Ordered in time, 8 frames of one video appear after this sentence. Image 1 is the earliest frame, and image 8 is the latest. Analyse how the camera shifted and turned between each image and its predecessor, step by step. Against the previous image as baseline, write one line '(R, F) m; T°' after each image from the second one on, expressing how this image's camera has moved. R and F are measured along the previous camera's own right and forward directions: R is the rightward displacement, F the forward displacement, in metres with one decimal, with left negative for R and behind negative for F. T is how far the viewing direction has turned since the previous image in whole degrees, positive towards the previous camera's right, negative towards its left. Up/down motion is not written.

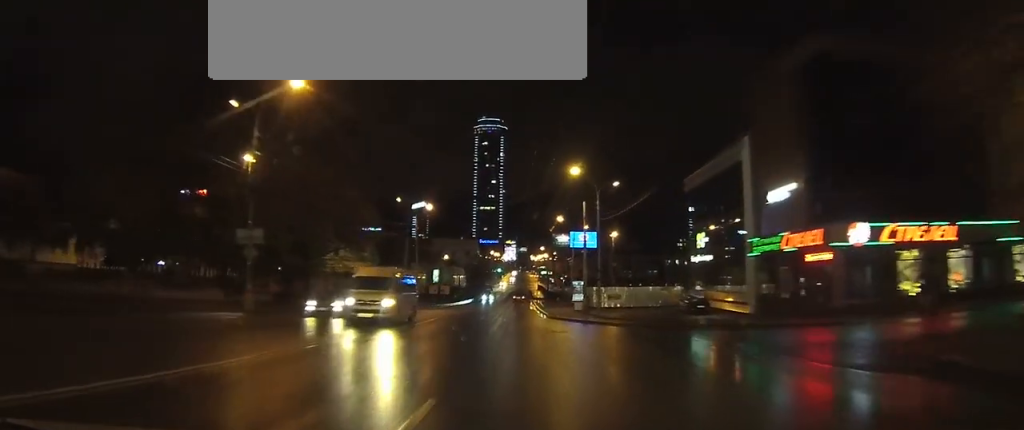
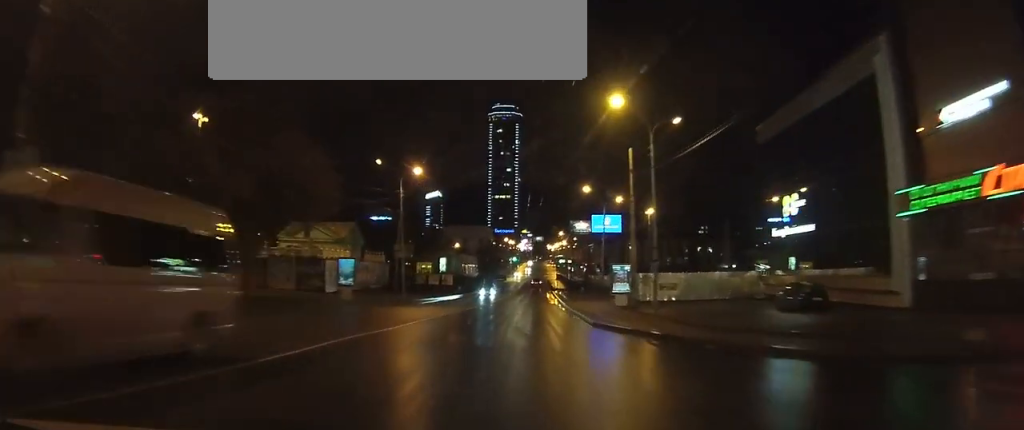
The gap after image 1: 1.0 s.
(0.0, +17.2) m; 0°
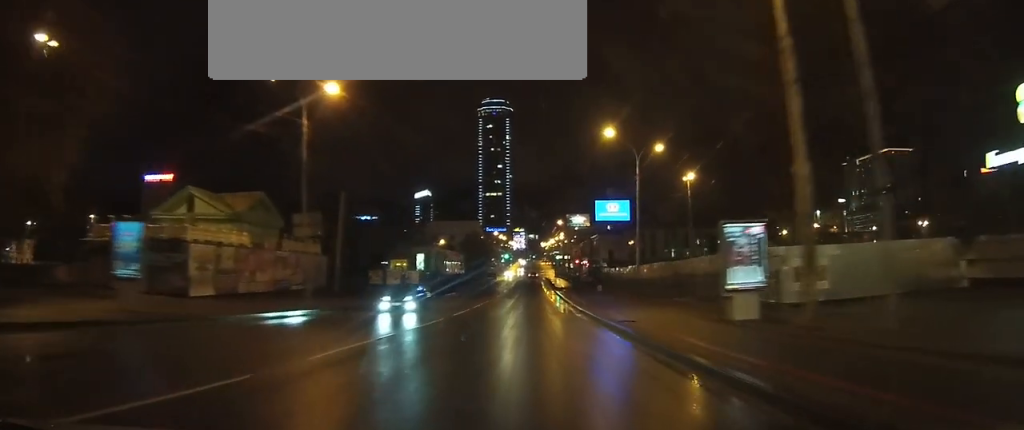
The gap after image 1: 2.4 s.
(0.0, +23.8) m; +1°
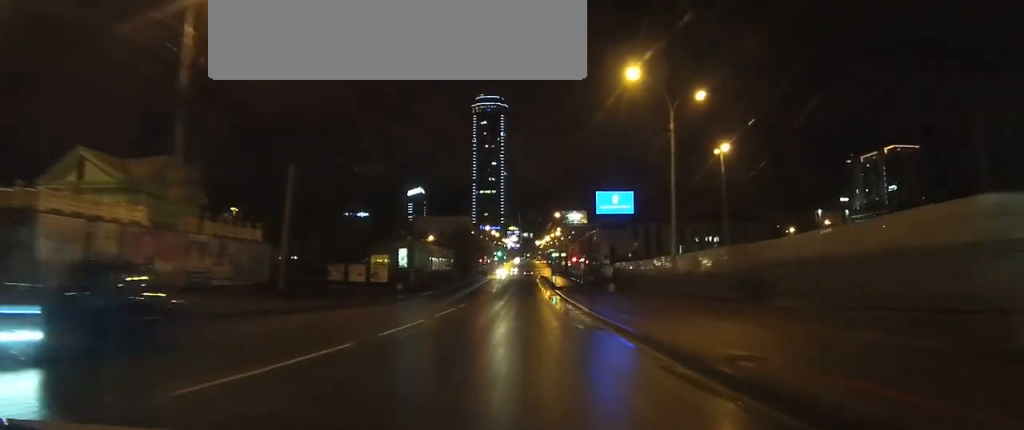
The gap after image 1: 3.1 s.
(+0.2, +12.1) m; +1°
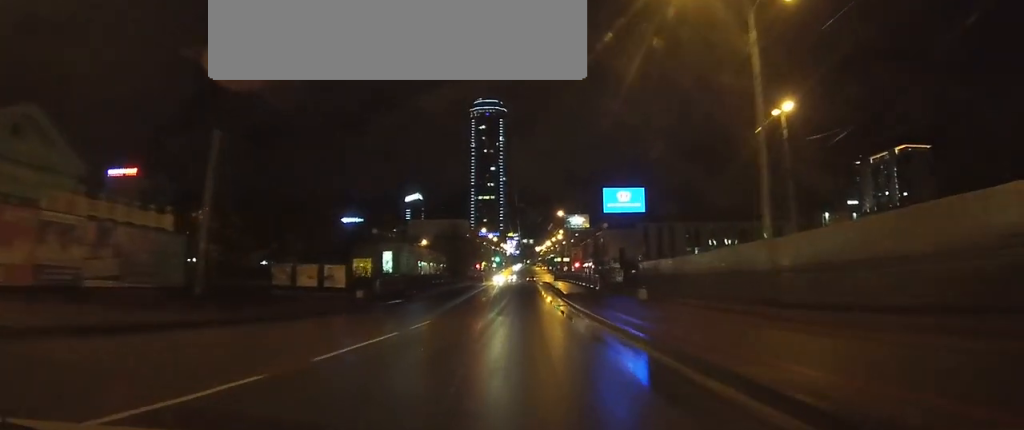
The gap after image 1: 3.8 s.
(0.0, +12.3) m; 0°
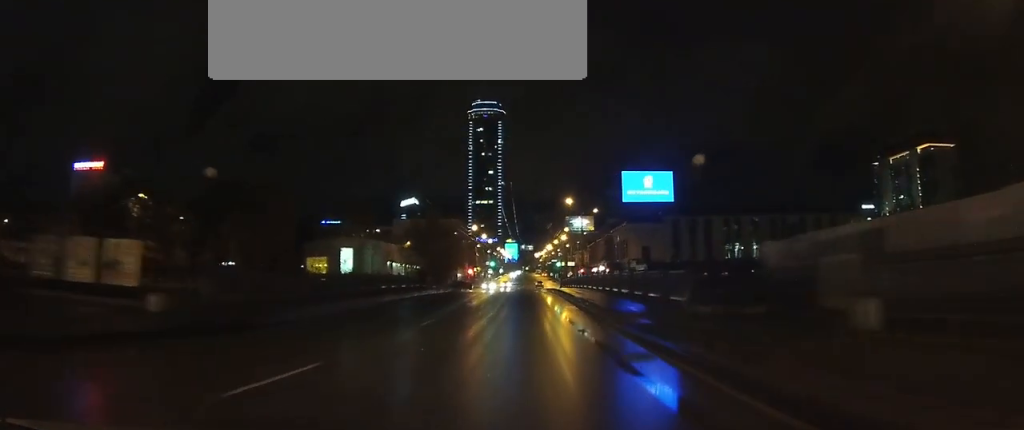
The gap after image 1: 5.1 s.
(0.0, +22.2) m; 0°
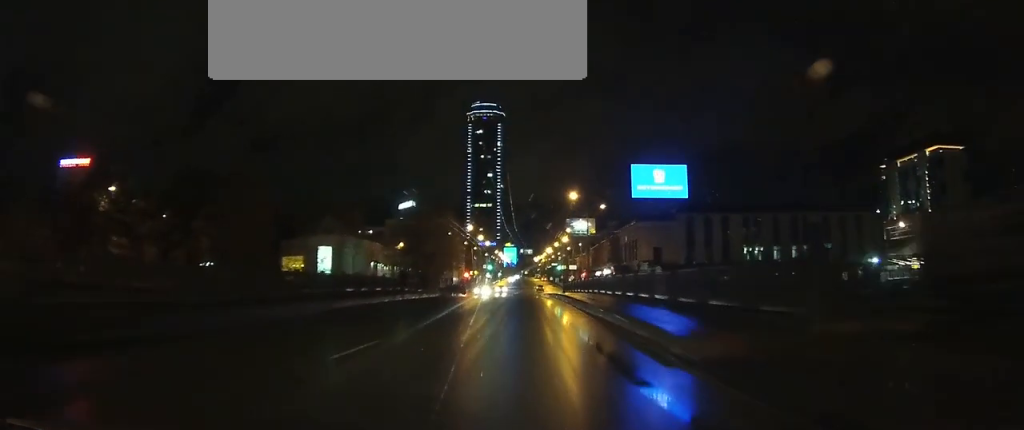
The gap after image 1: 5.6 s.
(0.0, +8.0) m; 0°
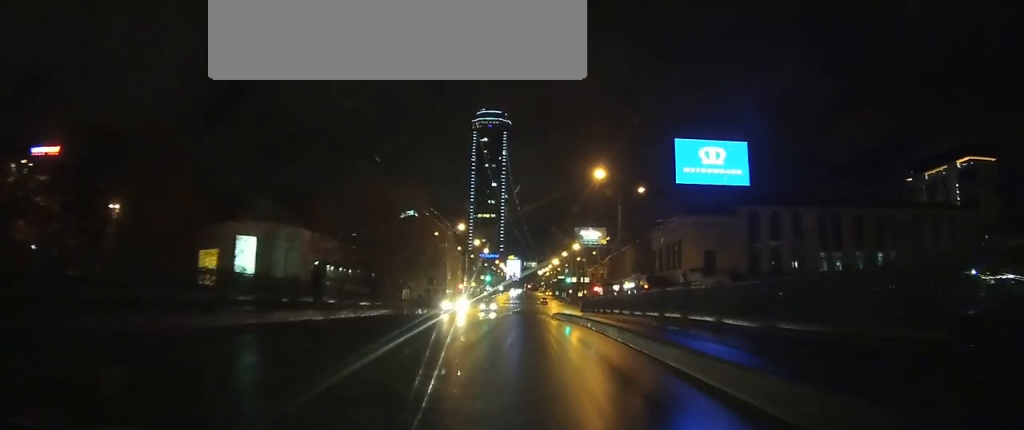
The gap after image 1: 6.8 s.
(0.0, +20.0) m; 0°
